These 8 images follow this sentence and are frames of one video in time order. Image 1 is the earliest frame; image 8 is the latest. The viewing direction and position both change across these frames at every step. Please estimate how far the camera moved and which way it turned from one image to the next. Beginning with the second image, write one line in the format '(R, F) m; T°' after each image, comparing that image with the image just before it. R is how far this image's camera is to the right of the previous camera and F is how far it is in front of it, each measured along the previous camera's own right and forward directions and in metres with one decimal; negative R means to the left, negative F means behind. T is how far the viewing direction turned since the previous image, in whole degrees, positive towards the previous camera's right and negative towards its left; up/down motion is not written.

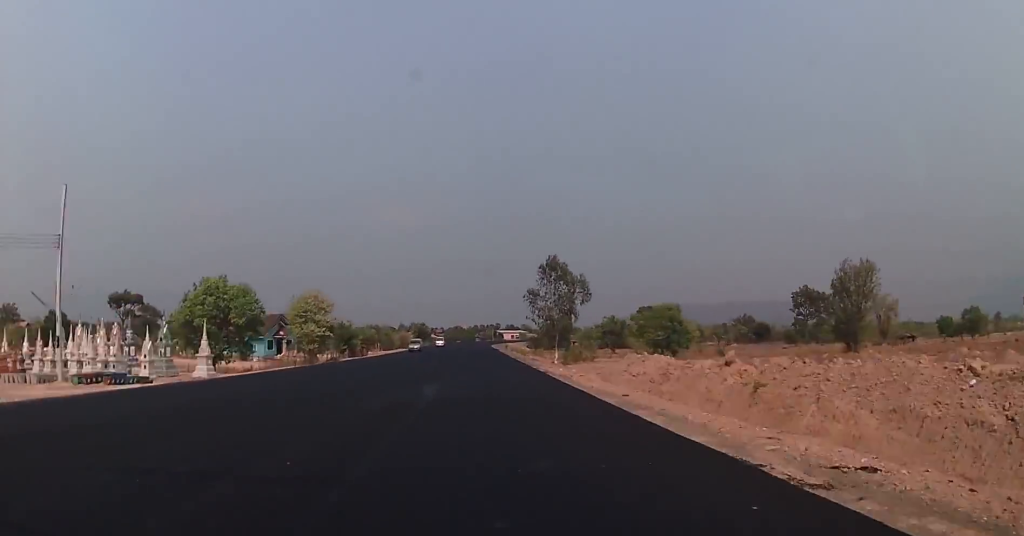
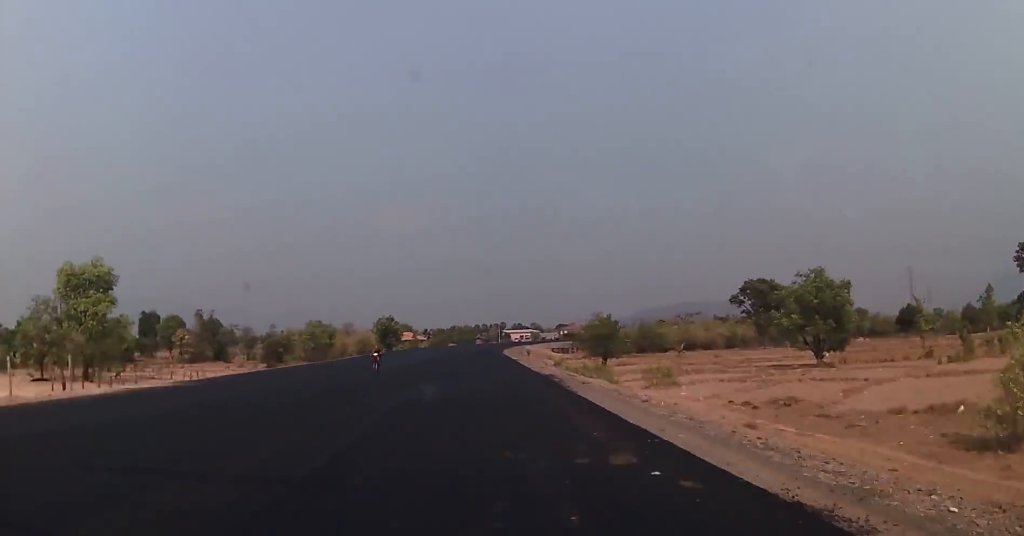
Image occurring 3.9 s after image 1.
(+0.2, +98.8) m; +1°
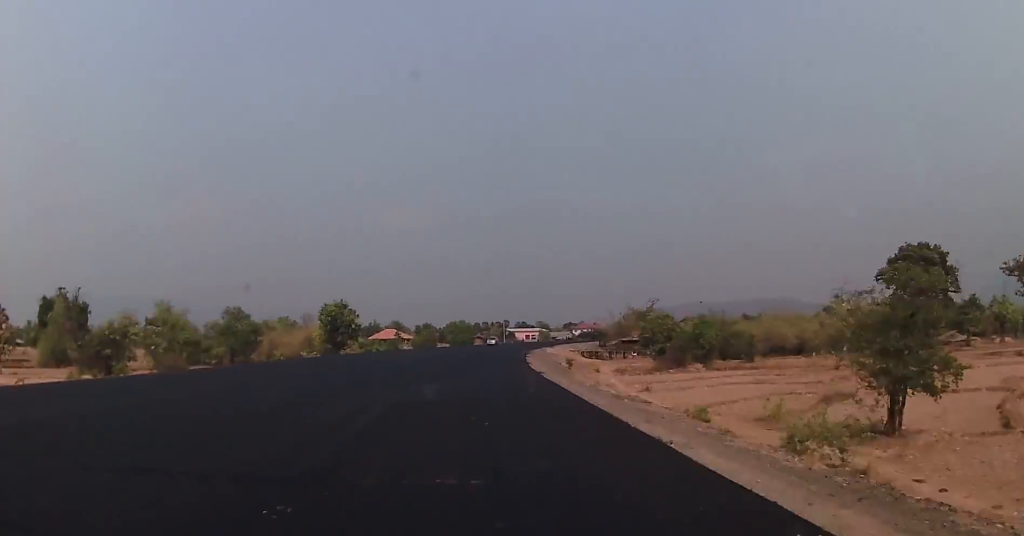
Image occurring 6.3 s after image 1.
(+0.3, +60.8) m; +2°
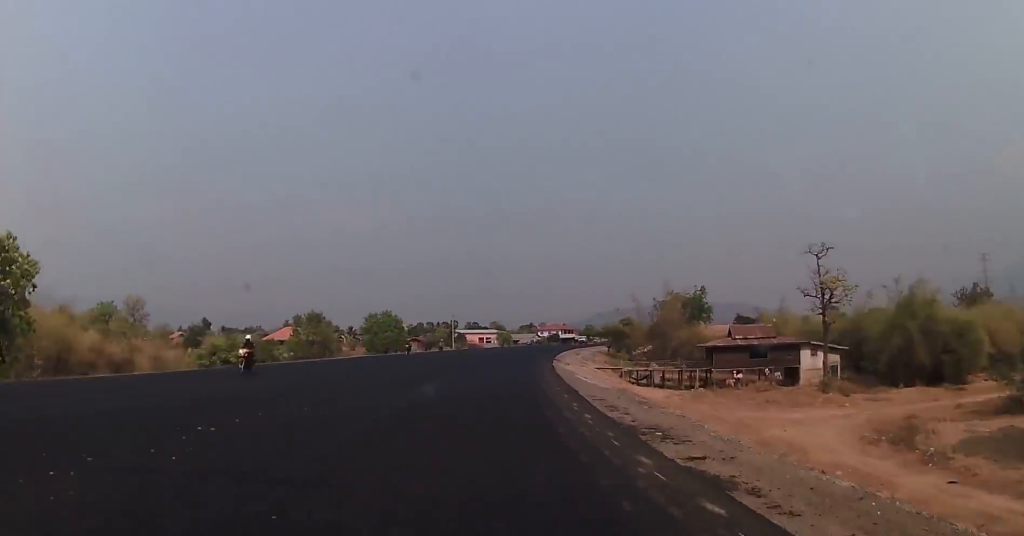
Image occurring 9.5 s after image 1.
(+0.4, +80.8) m; +5°
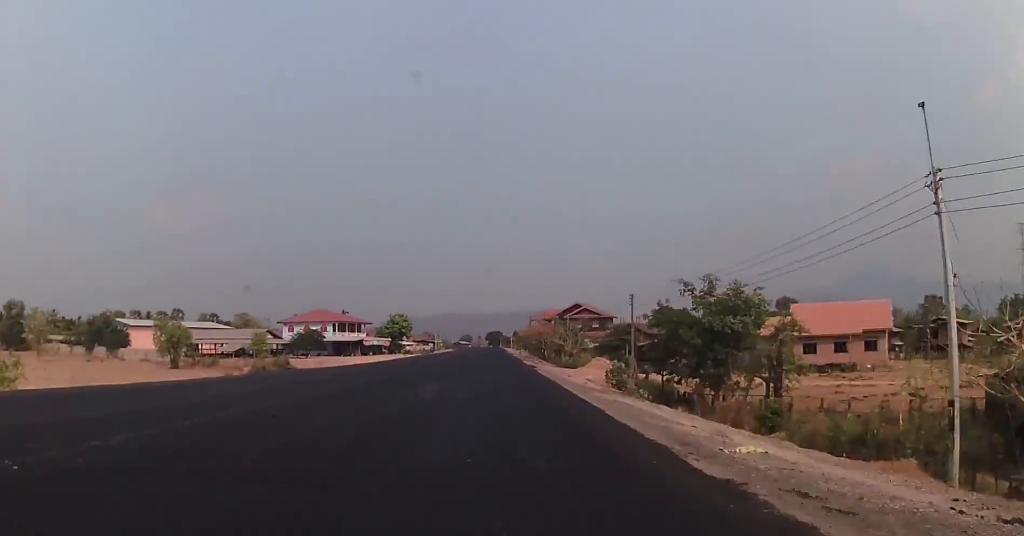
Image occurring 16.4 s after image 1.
(+24.7, +175.1) m; +13°
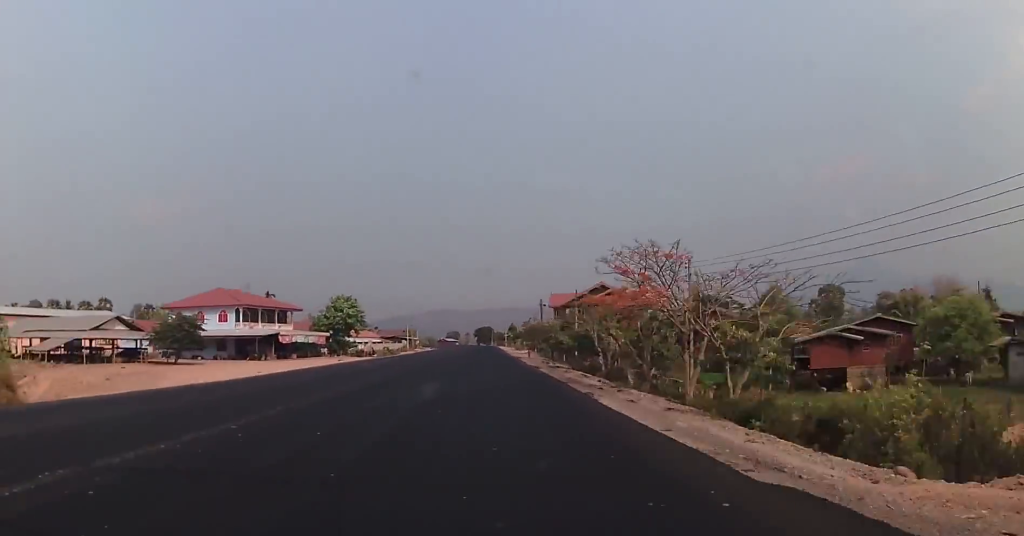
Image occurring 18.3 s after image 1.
(+1.0, +48.4) m; +1°
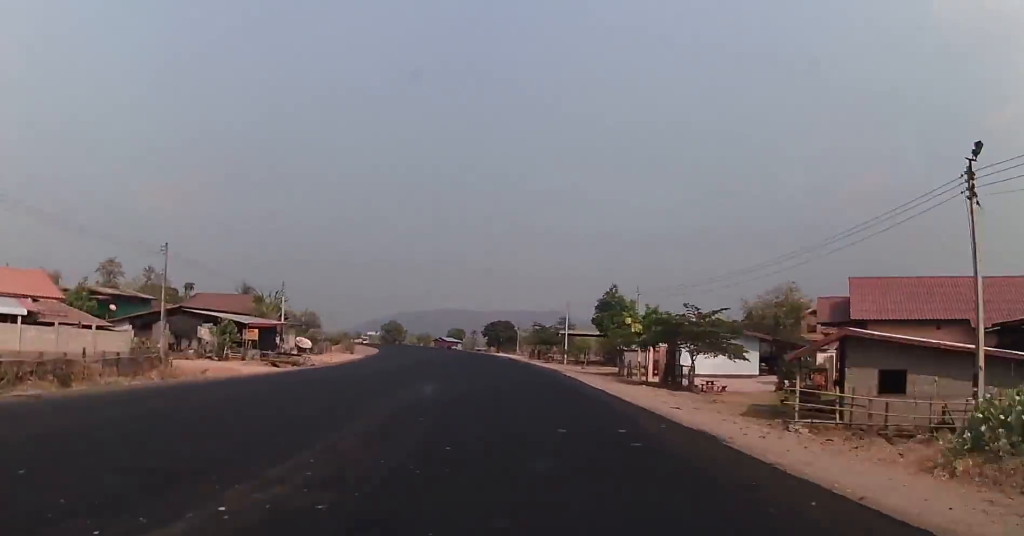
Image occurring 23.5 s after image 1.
(+0.5, +135.2) m; -2°
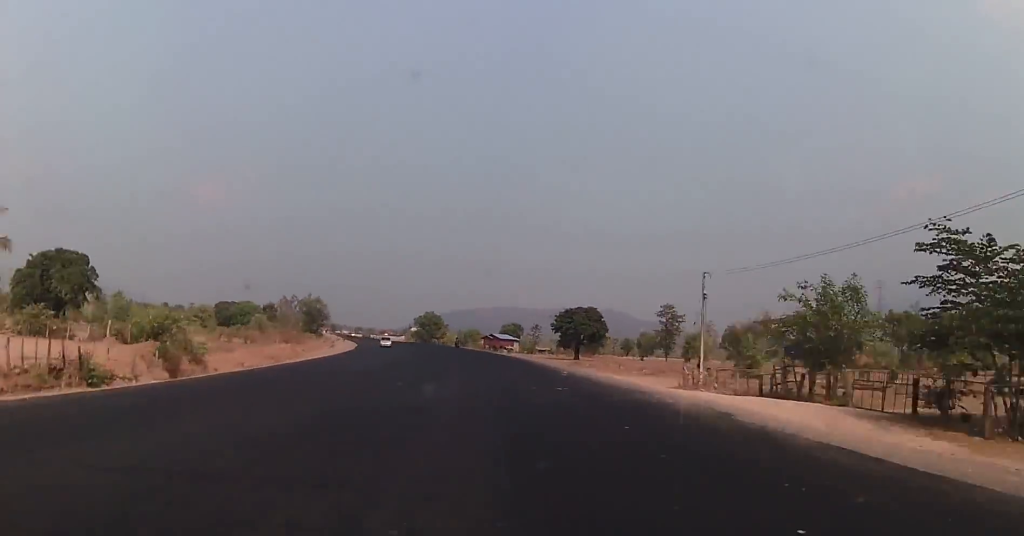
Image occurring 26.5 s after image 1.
(-2.0, +79.3) m; -5°
